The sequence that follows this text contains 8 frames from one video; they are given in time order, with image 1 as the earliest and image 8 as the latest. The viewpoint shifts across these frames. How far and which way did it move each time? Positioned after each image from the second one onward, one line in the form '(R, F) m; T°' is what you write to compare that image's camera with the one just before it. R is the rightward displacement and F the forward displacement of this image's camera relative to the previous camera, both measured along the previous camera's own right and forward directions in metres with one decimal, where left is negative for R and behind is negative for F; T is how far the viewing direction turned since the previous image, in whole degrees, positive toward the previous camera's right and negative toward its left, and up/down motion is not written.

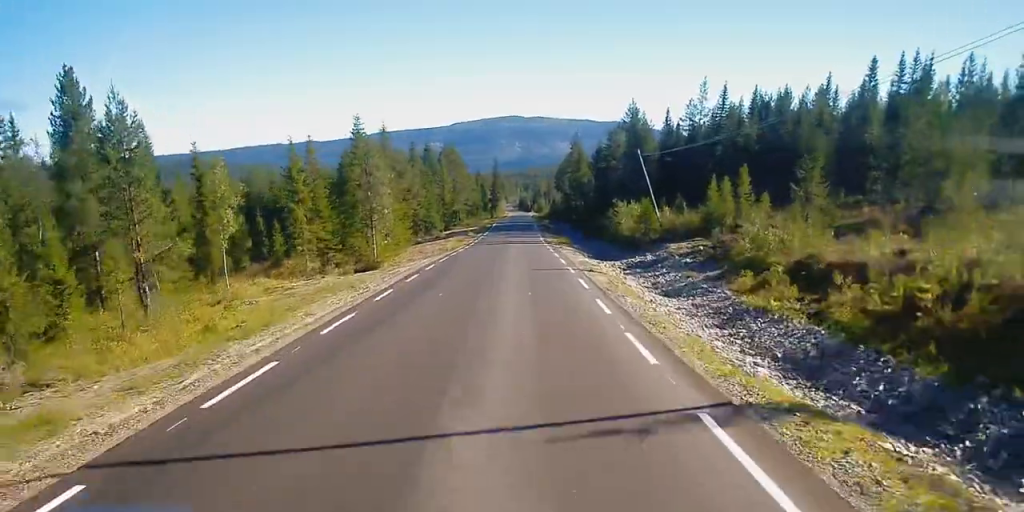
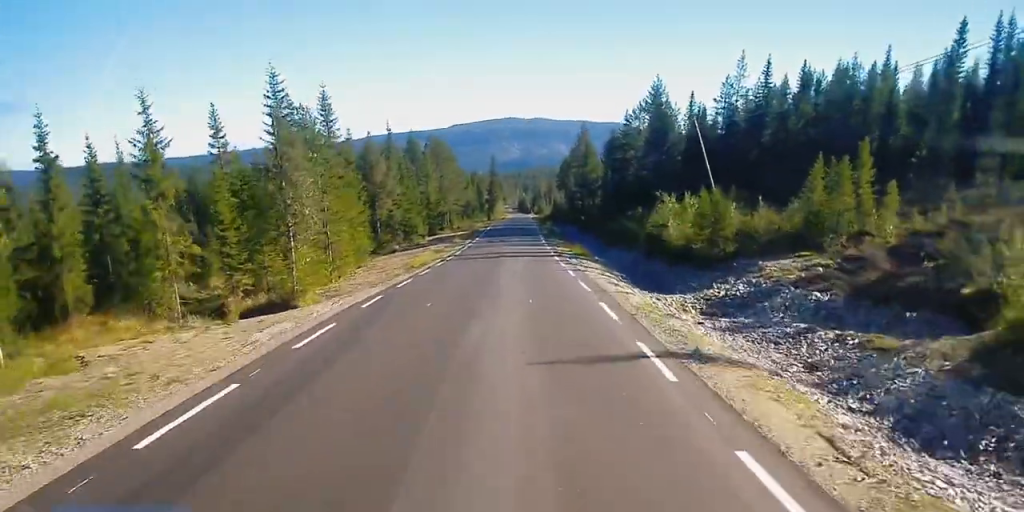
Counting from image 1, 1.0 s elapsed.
(-0.1, +19.6) m; +1°
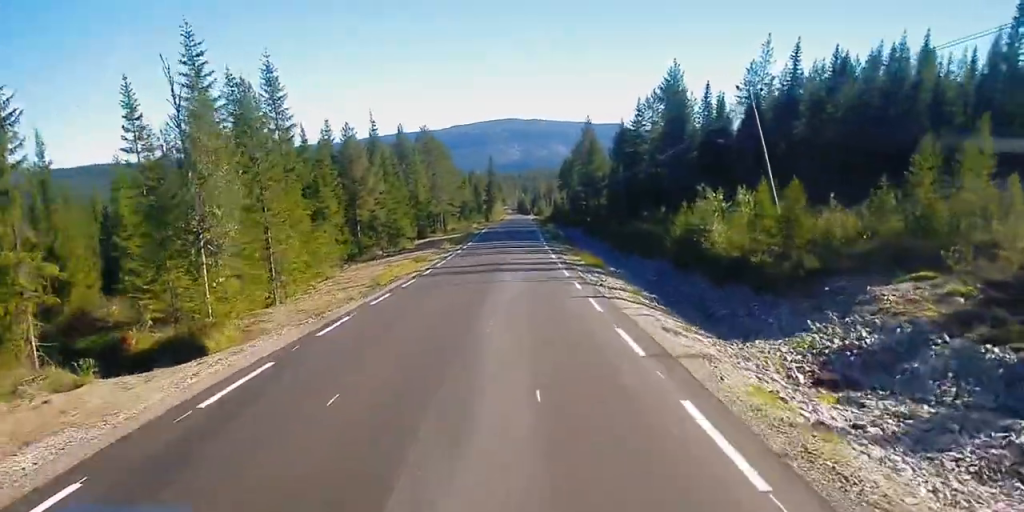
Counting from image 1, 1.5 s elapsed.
(0.0, +10.0) m; 0°
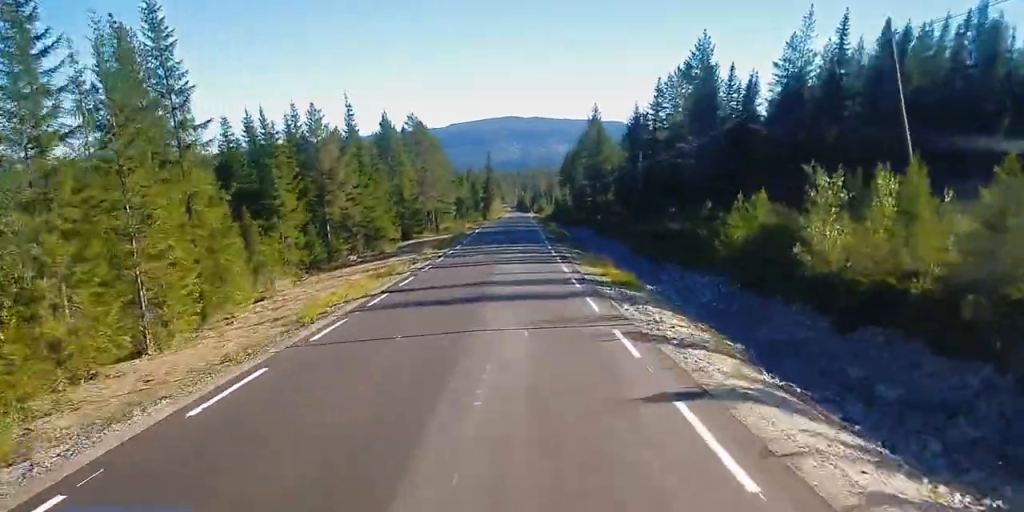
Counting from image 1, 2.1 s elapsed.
(+0.4, +12.1) m; -1°
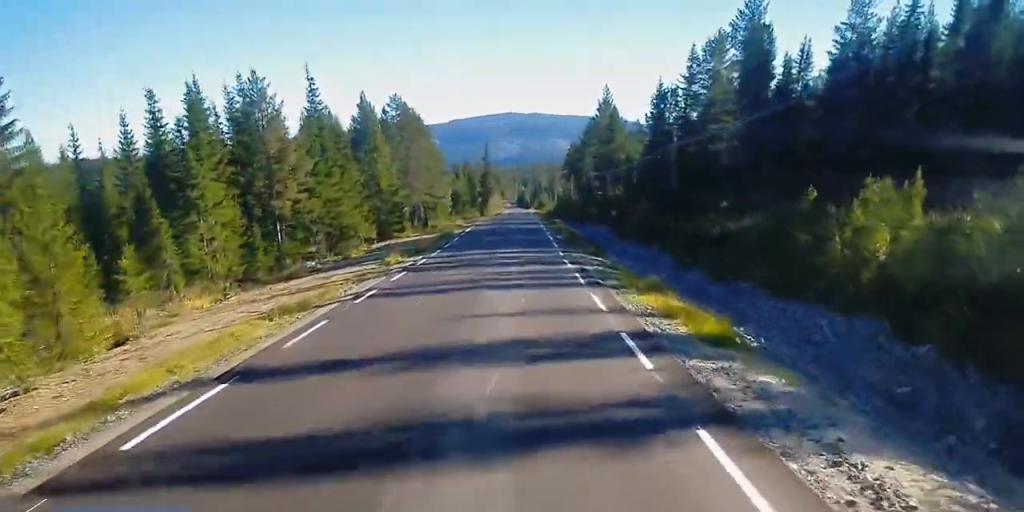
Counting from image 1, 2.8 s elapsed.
(-0.4, +13.5) m; 0°
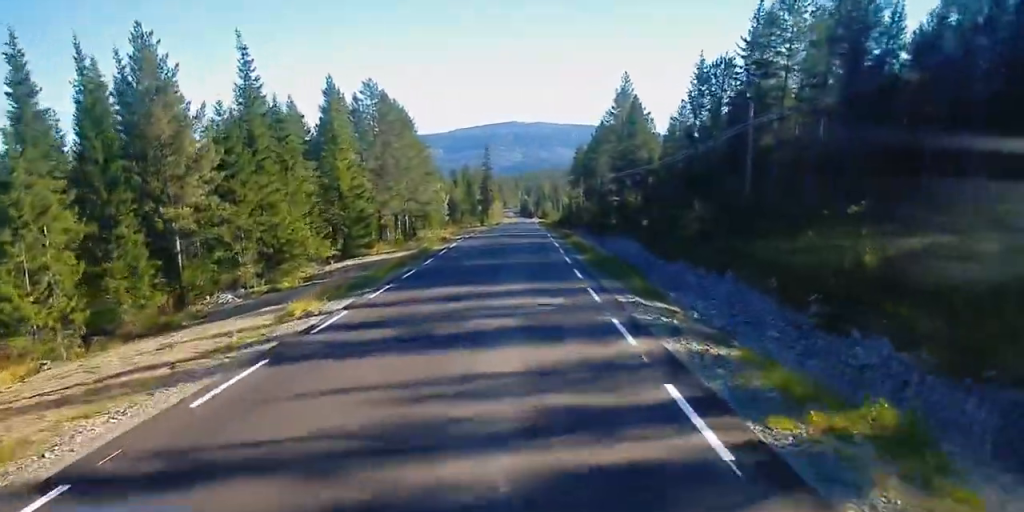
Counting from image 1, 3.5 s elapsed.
(-0.2, +15.8) m; 0°
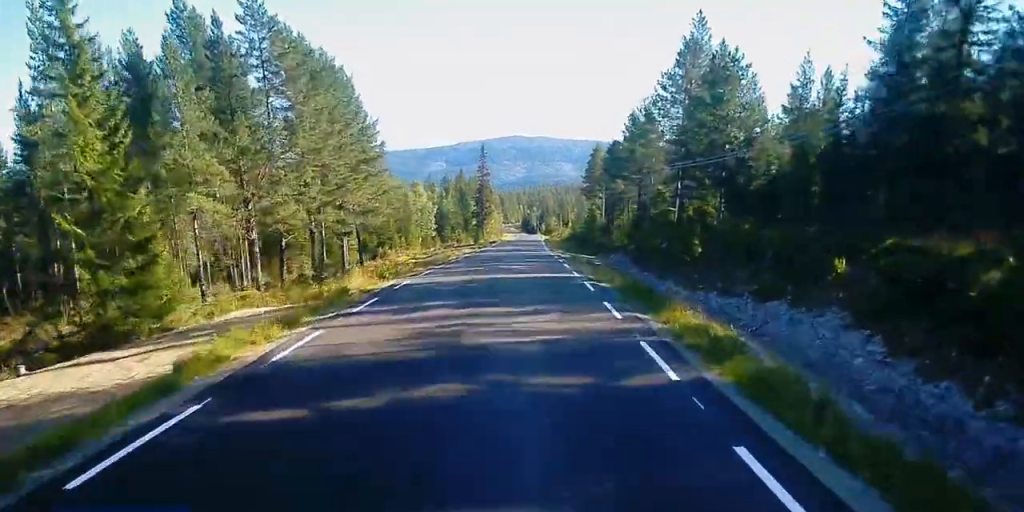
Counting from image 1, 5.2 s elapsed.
(+0.3, +32.3) m; -1°
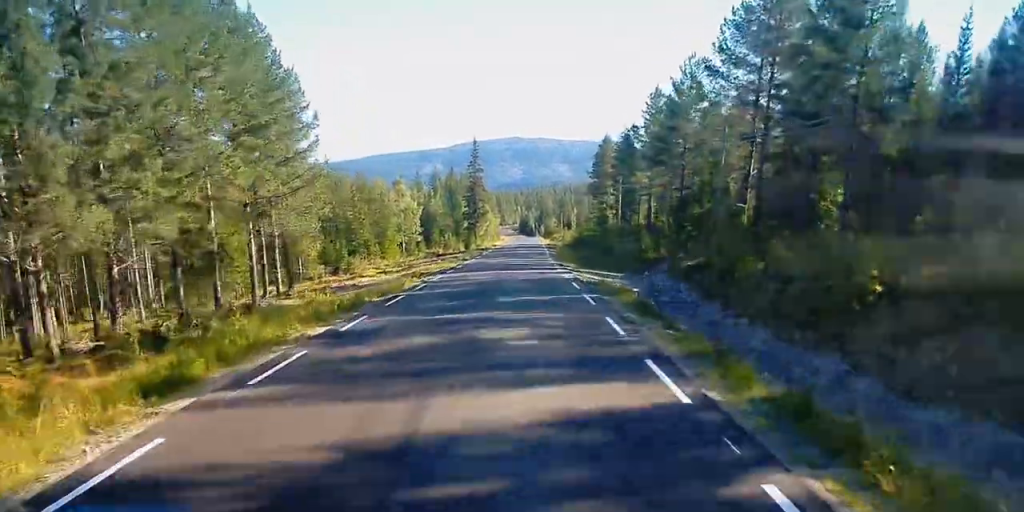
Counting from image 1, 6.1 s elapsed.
(-0.1, +19.0) m; 0°
